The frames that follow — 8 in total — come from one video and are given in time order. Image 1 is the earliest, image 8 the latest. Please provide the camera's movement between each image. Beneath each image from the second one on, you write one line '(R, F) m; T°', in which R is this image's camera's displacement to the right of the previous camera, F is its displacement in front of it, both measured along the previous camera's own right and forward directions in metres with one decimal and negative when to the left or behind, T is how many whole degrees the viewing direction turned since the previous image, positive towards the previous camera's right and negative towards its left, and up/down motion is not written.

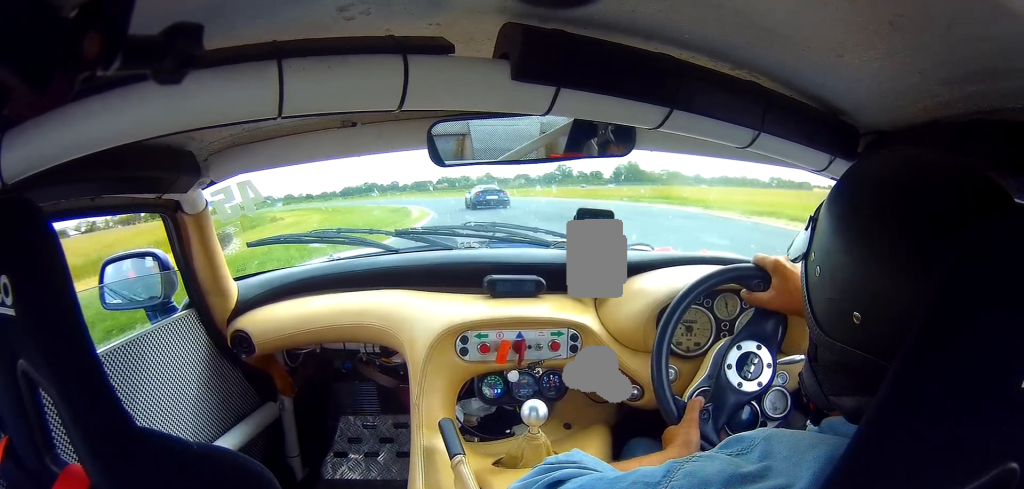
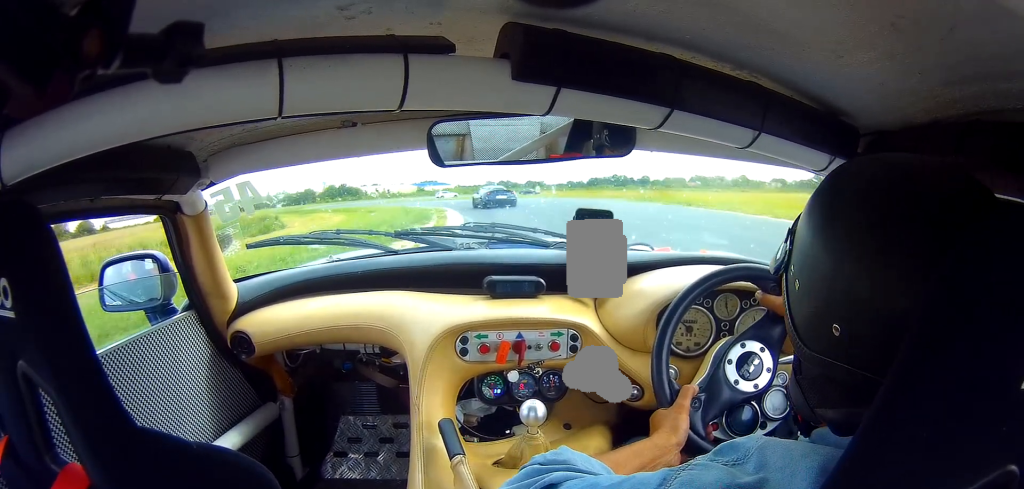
(-8.2, +40.1) m; -22°
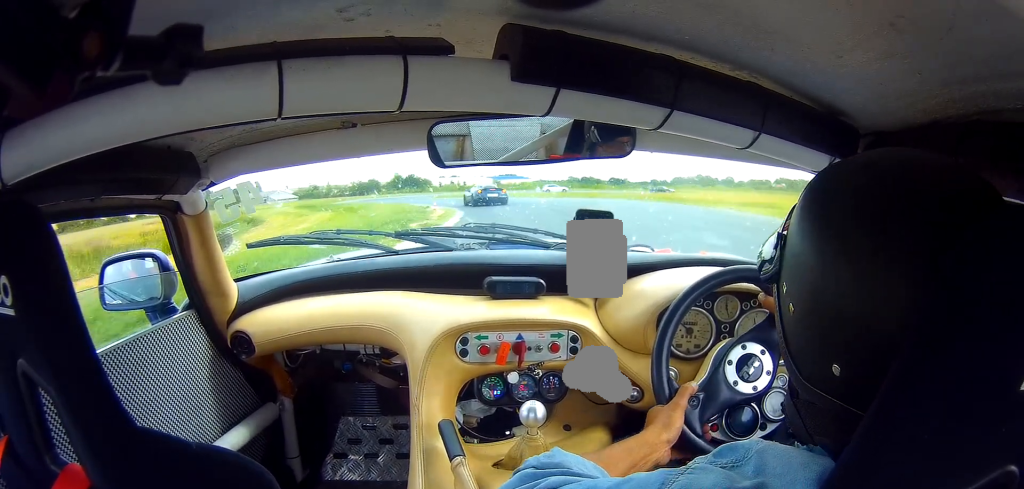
(-1.6, +14.1) m; -7°
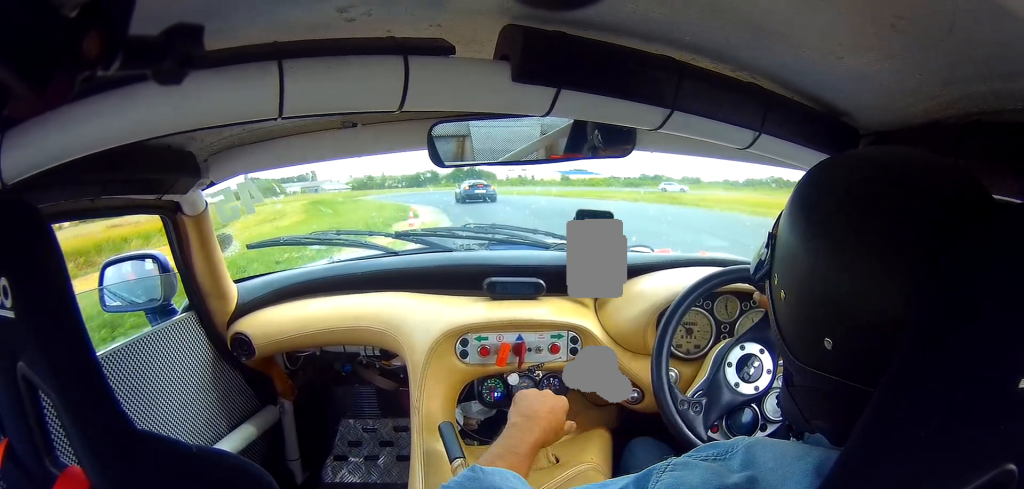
(+0.1, +13.2) m; -6°
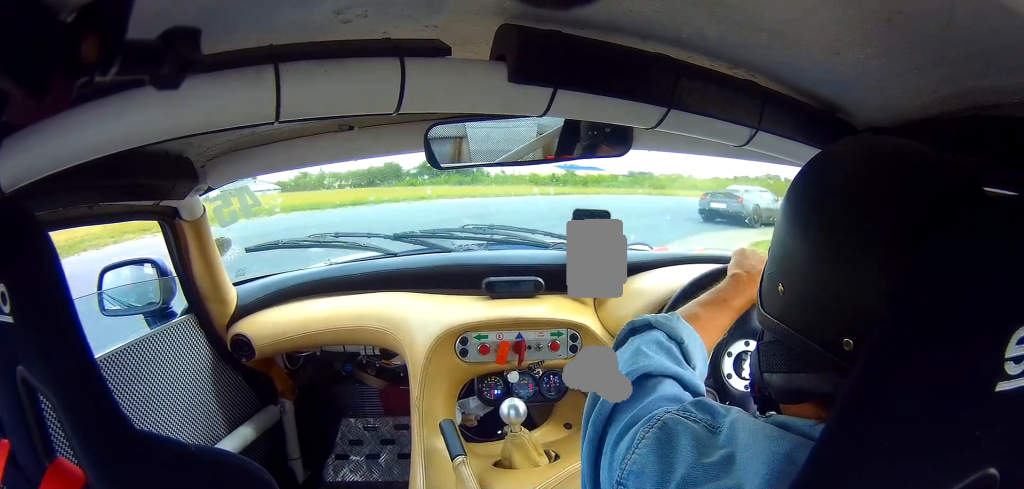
(-7.6, +63.2) m; +19°
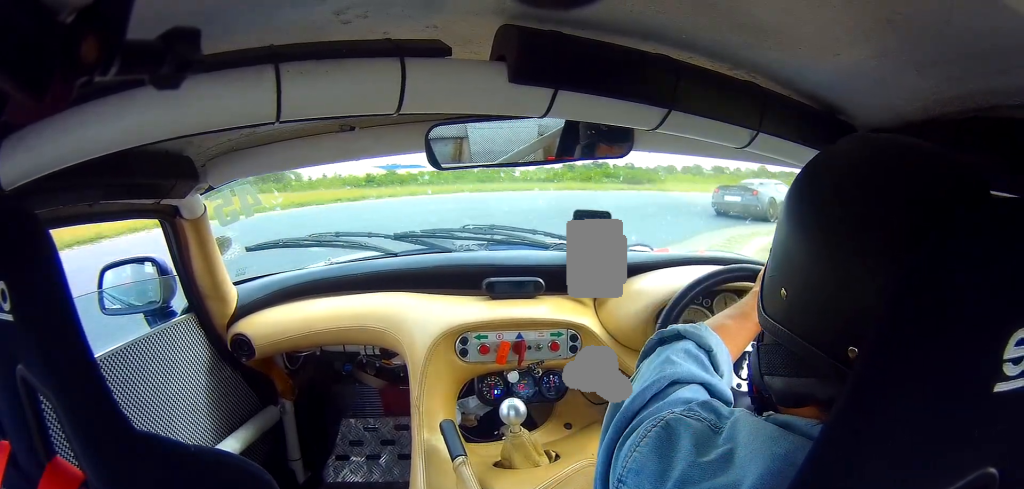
(+1.5, +7.0) m; +16°
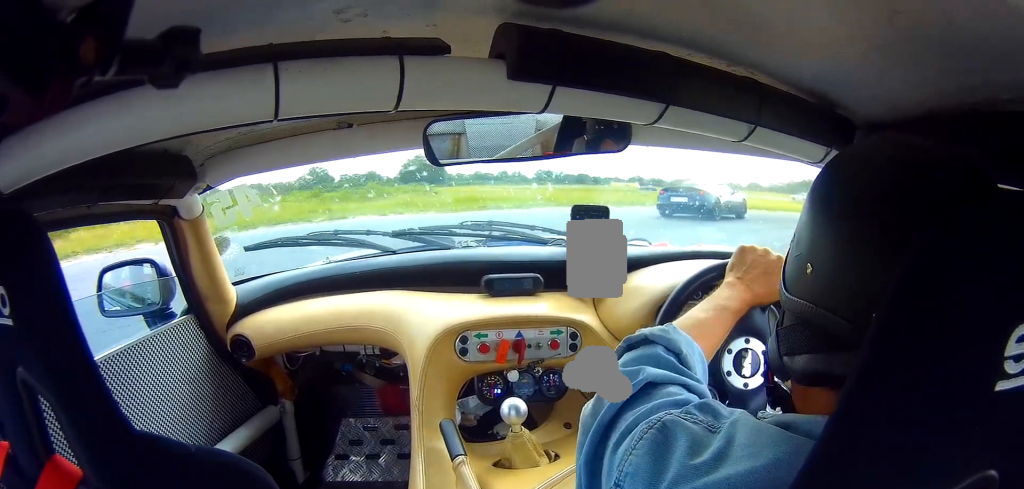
(+7.2, +16.6) m; +46°
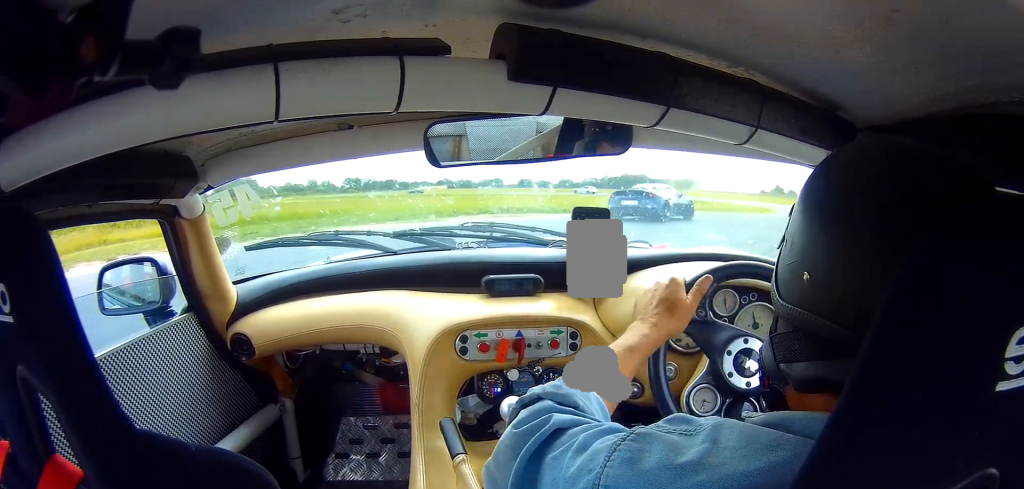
(-0.5, +5.8) m; +14°
